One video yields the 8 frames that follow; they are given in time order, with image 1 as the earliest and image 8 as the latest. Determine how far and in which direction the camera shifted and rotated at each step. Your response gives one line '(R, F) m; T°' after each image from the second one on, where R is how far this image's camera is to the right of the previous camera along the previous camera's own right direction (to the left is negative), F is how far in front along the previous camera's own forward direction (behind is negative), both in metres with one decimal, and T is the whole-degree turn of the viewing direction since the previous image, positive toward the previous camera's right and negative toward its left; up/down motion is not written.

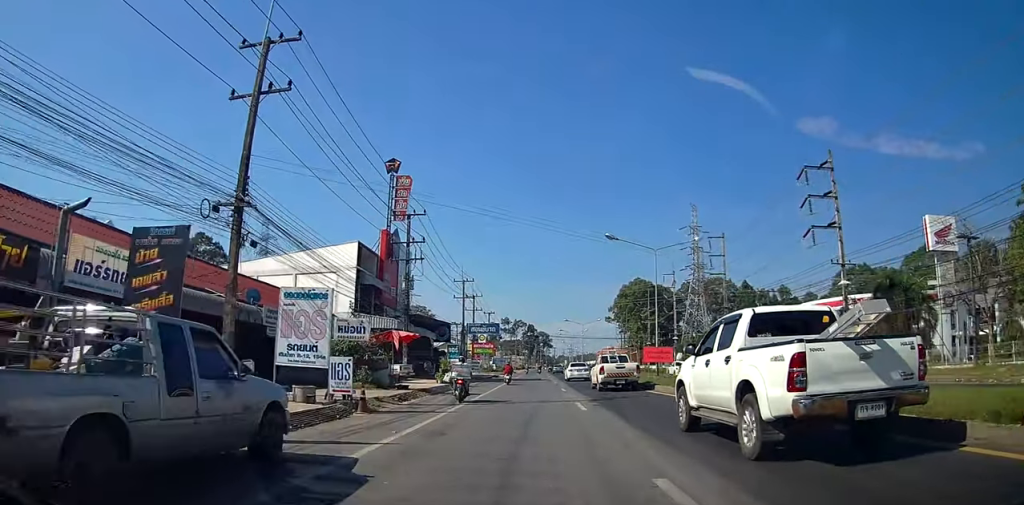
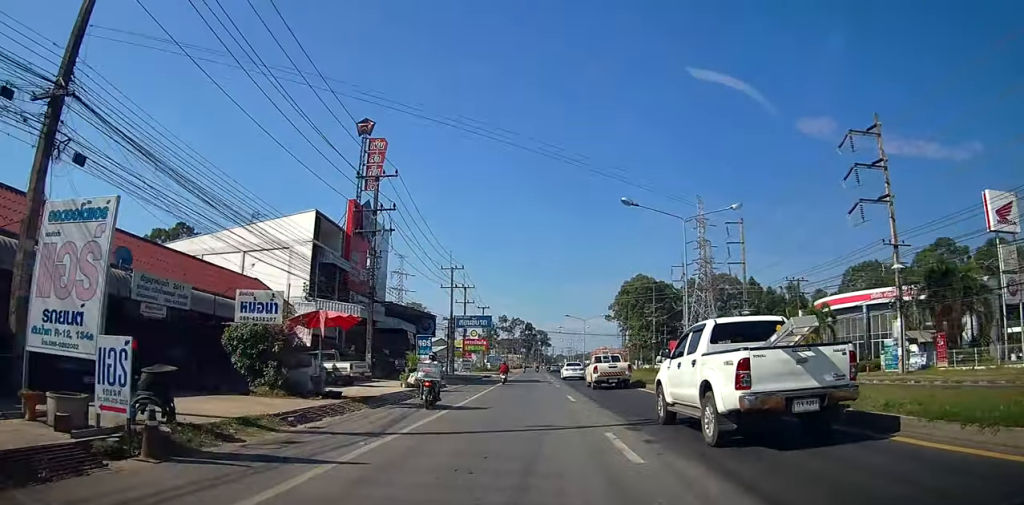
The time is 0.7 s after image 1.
(-0.1, +8.0) m; 0°
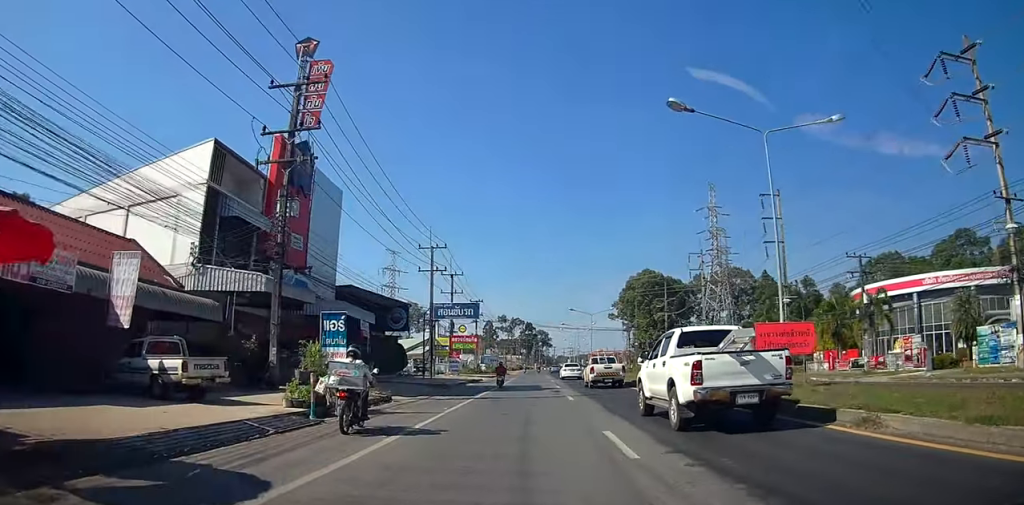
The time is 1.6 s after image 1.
(0.0, +11.7) m; 0°
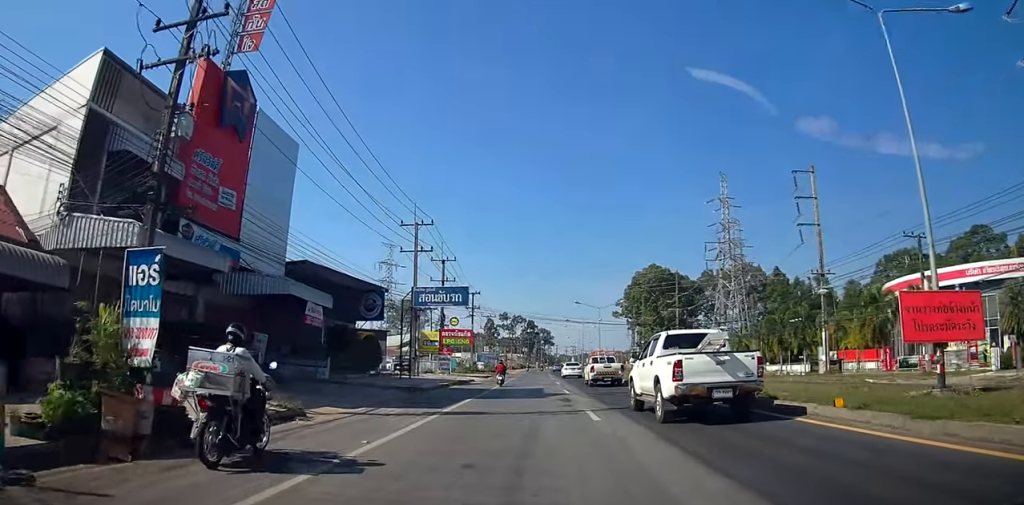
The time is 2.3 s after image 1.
(0.0, +7.6) m; 0°
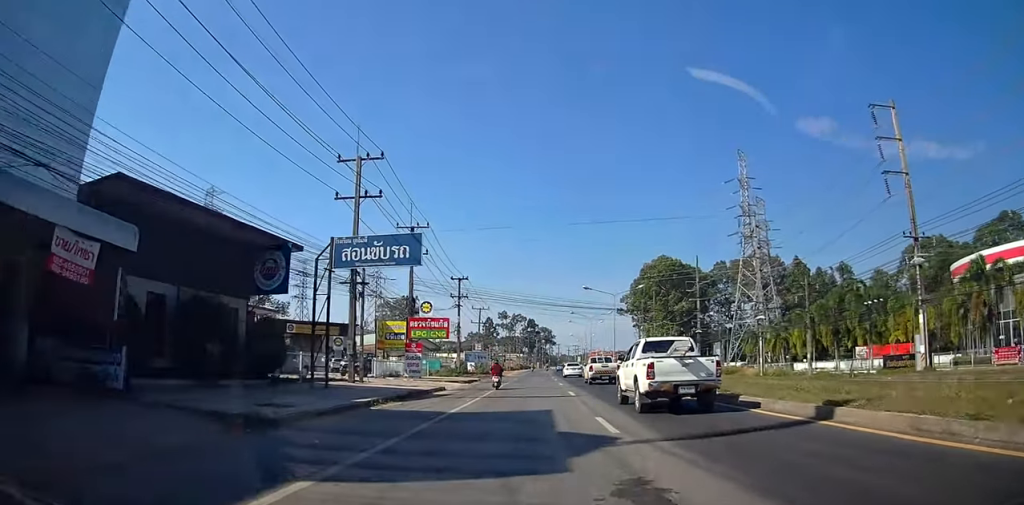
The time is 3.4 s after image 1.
(+0.1, +14.4) m; +1°
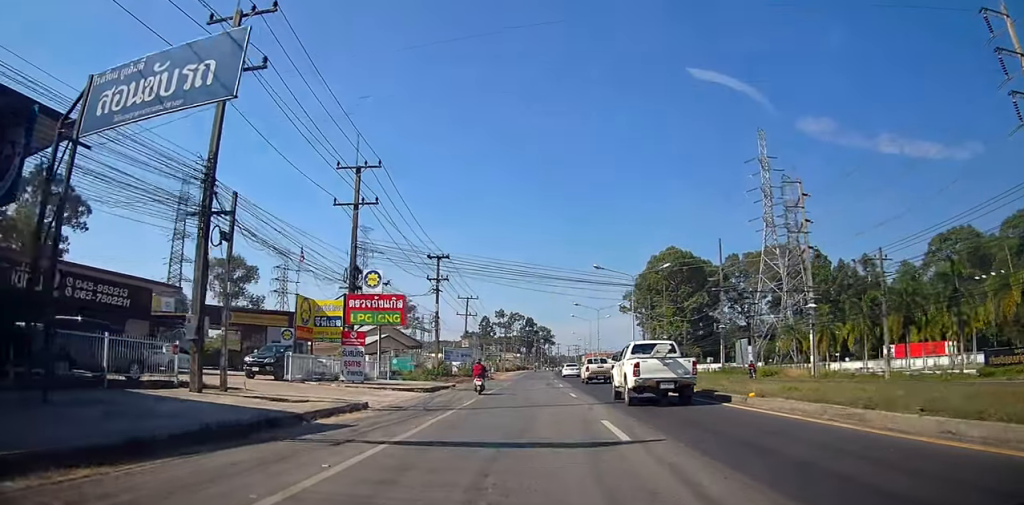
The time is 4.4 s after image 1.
(+0.2, +13.3) m; +2°
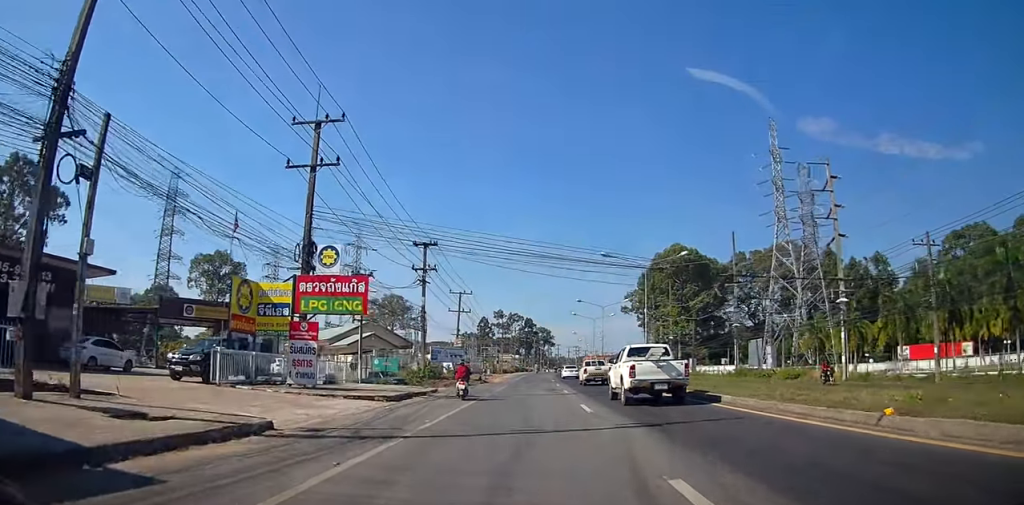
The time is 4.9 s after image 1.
(+0.1, +6.1) m; +1°
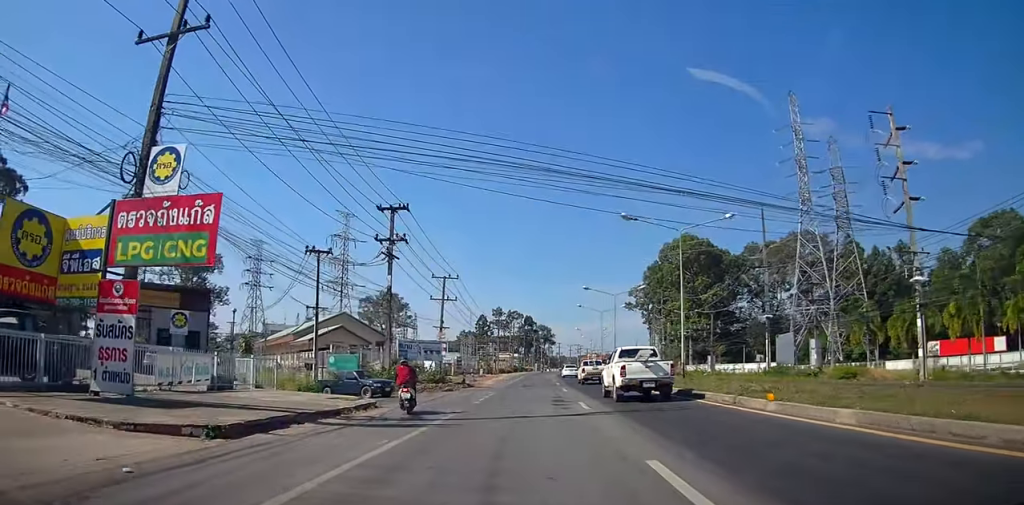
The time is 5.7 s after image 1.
(0.0, +10.9) m; 0°
